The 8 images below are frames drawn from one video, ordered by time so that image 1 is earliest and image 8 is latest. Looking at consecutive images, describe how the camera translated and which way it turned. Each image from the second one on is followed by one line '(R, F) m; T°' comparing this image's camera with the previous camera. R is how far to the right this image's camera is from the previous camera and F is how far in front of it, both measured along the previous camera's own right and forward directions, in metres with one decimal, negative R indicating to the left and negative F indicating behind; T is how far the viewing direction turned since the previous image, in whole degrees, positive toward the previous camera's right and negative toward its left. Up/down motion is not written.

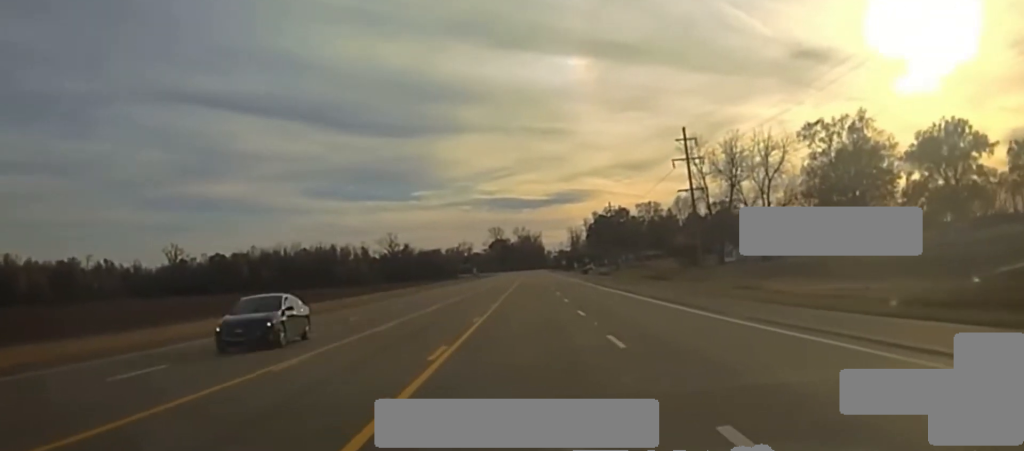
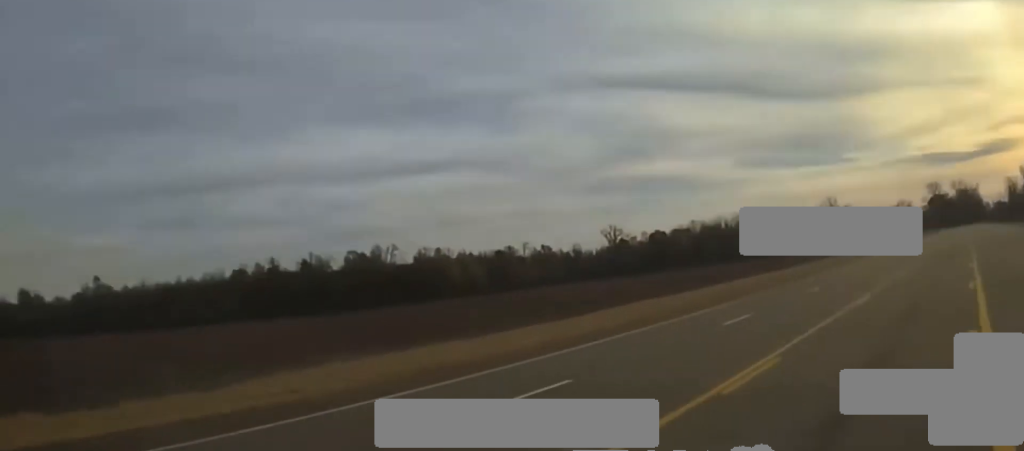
(-1.5, +5.0) m; -47°
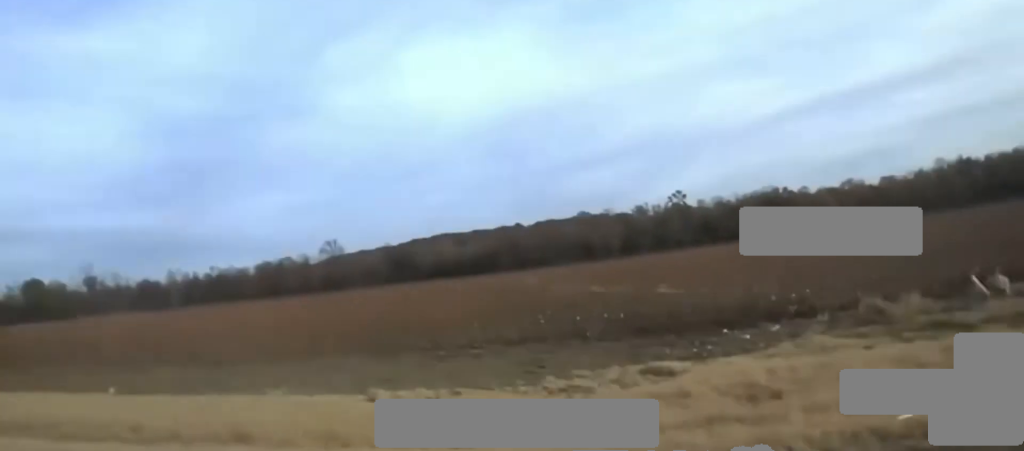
(-3.4, +5.5) m; -67°
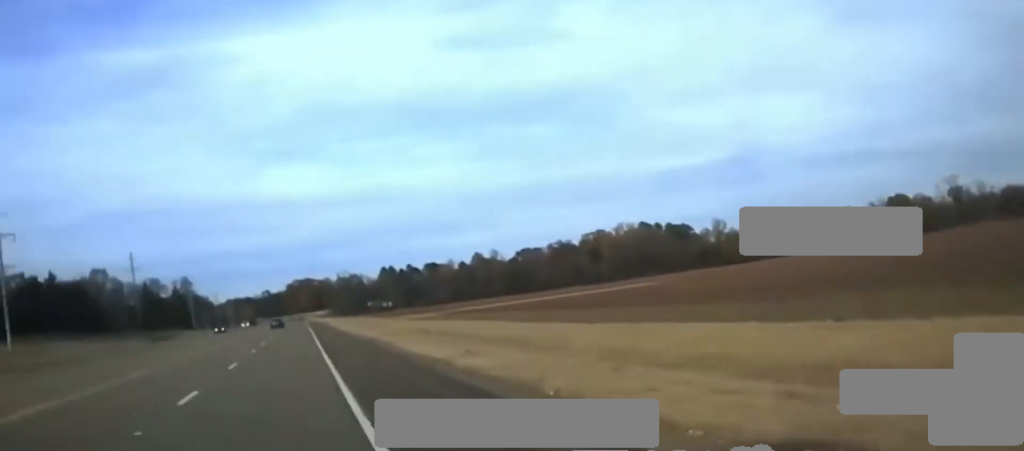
(-2.7, +7.4) m; -37°
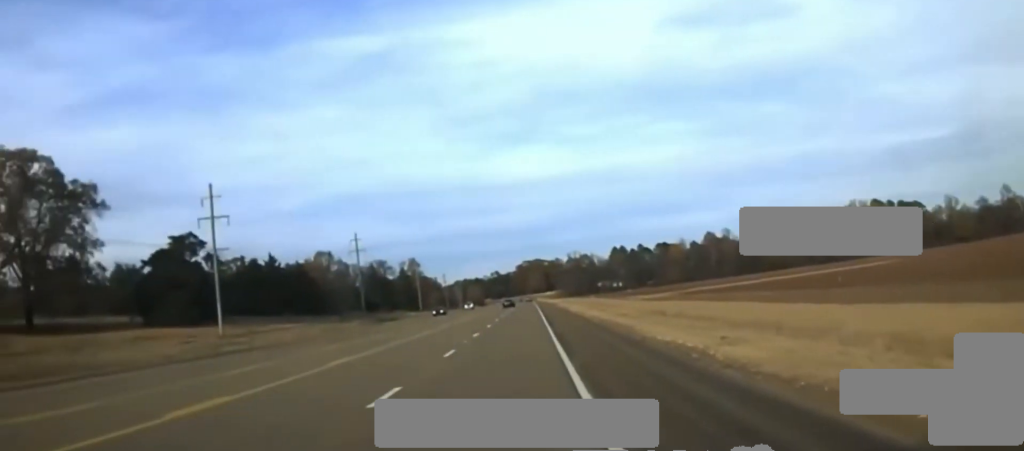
(-0.9, +3.9) m; -6°
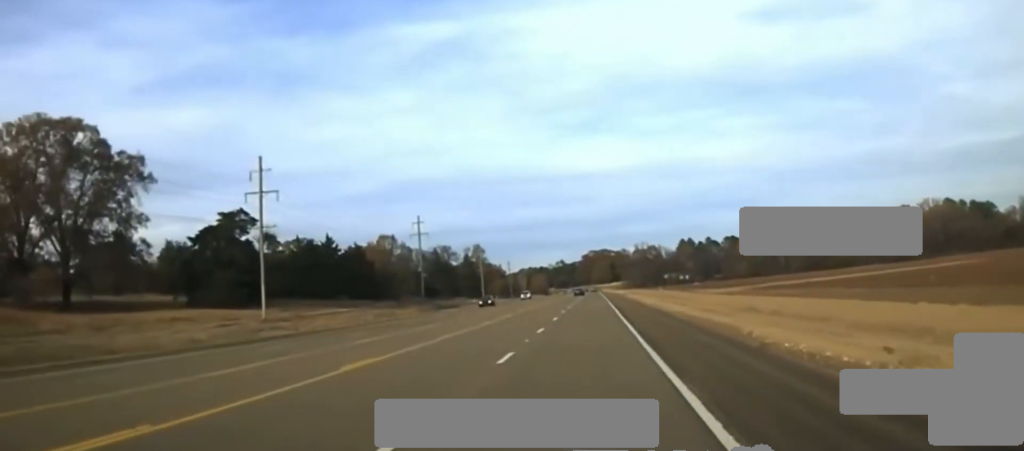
(-0.8, +6.7) m; -7°
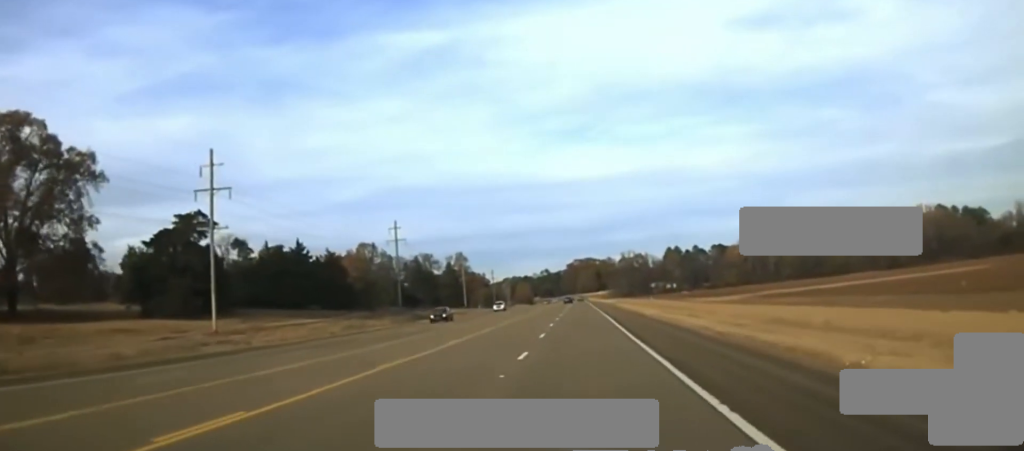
(0.0, +9.7) m; +1°
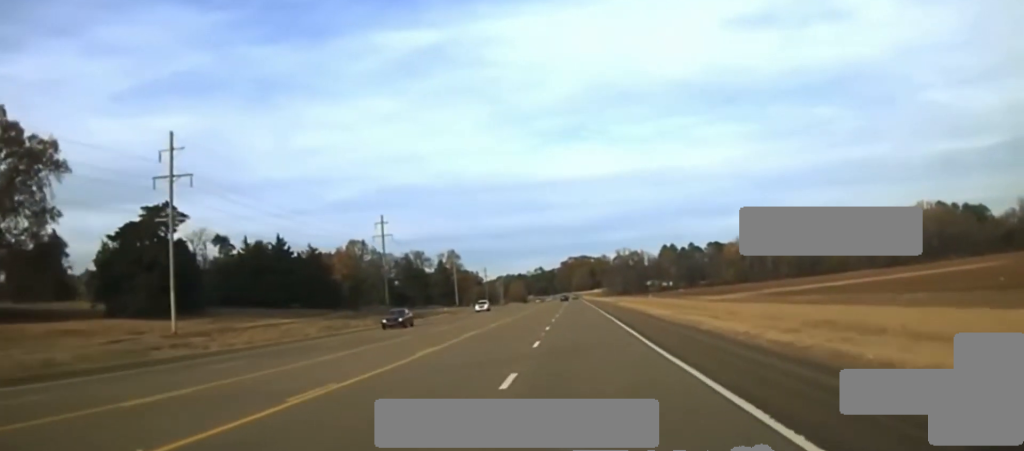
(+0.1, +8.5) m; +1°
